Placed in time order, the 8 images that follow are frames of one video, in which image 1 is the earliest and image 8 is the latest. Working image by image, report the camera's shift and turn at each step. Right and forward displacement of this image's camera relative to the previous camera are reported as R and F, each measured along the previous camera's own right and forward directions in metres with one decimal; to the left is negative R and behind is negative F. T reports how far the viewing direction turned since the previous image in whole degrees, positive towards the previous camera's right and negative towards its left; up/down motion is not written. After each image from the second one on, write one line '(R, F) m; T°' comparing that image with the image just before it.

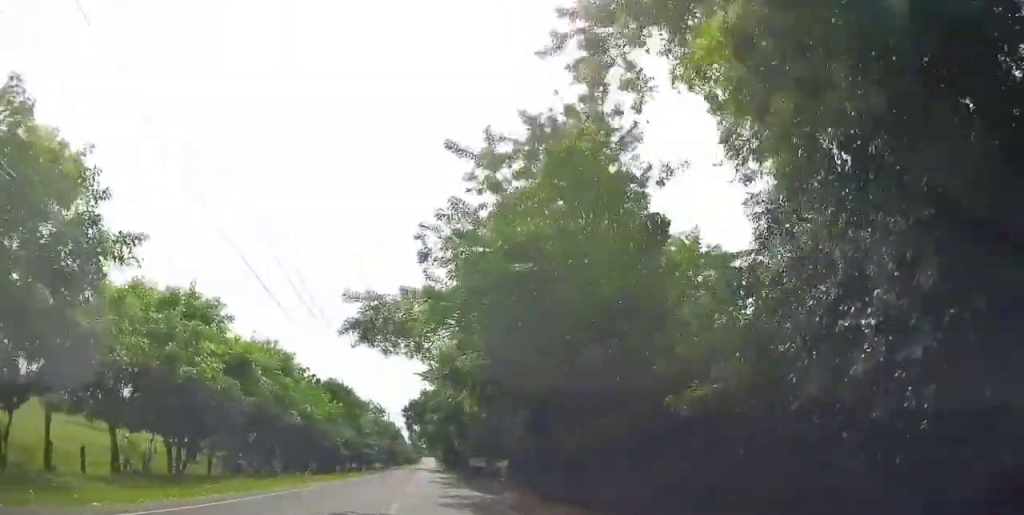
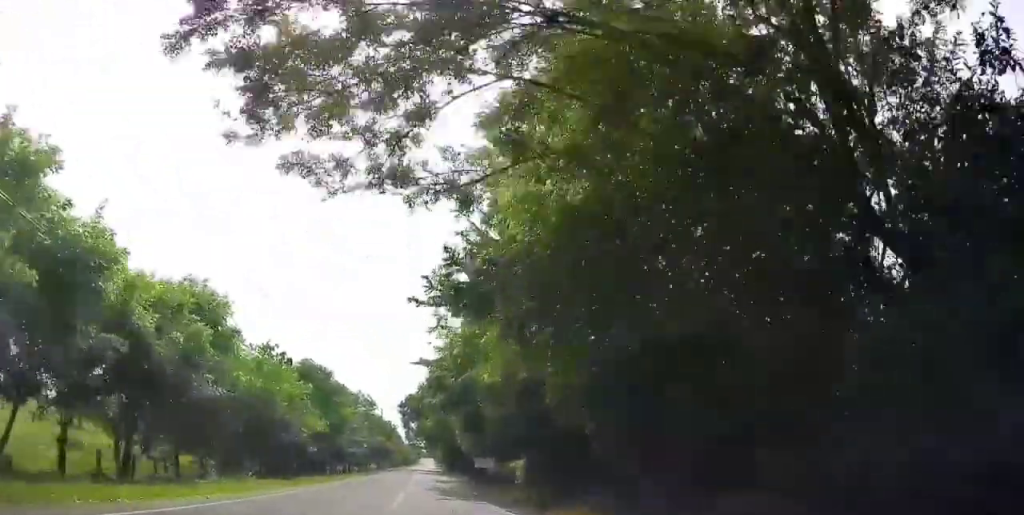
(0.0, +11.4) m; 0°
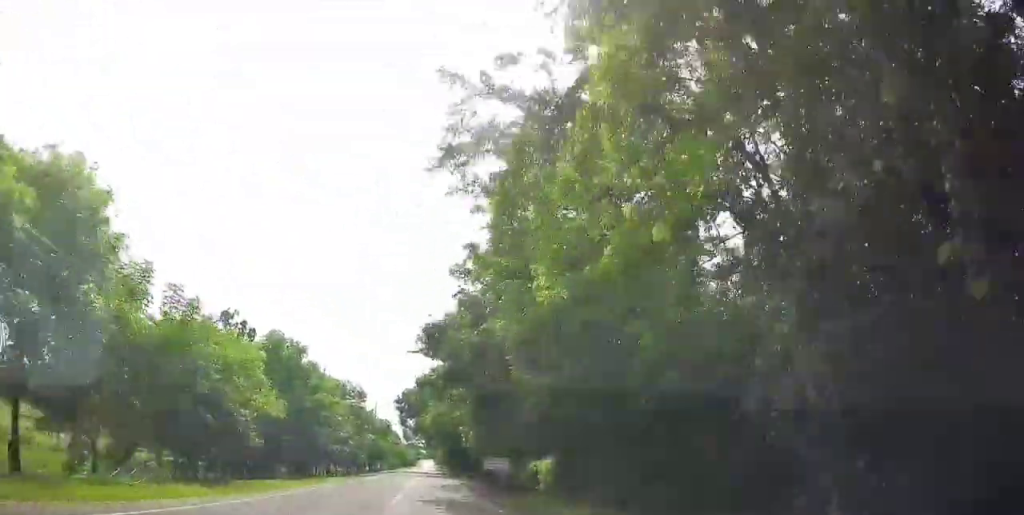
(+0.3, +10.4) m; 0°
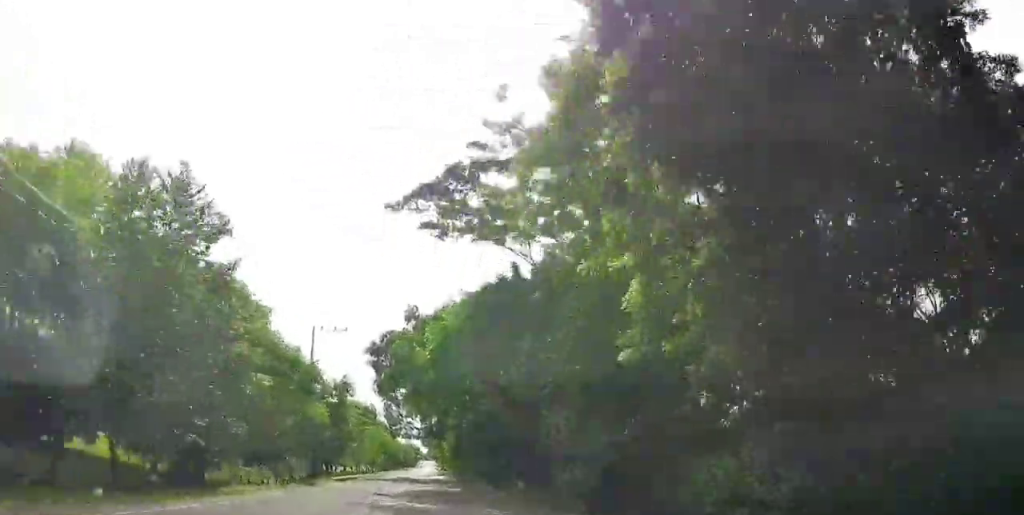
(0.0, +45.4) m; +1°
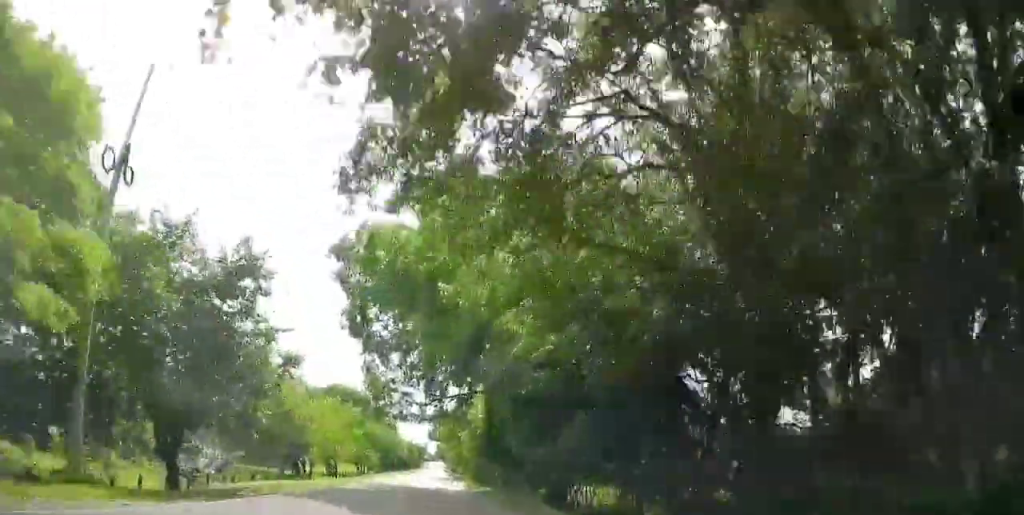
(+0.3, +26.5) m; +1°
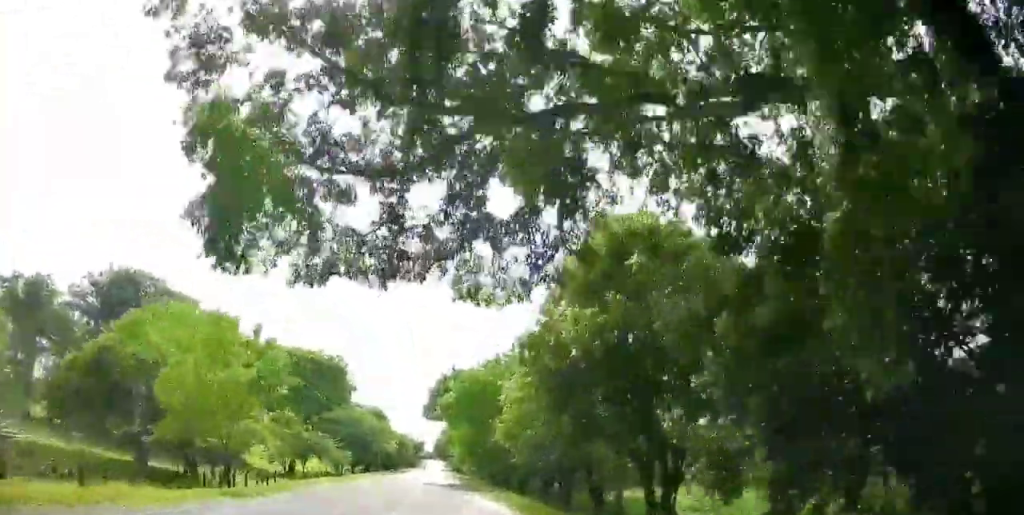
(0.0, +32.0) m; 0°
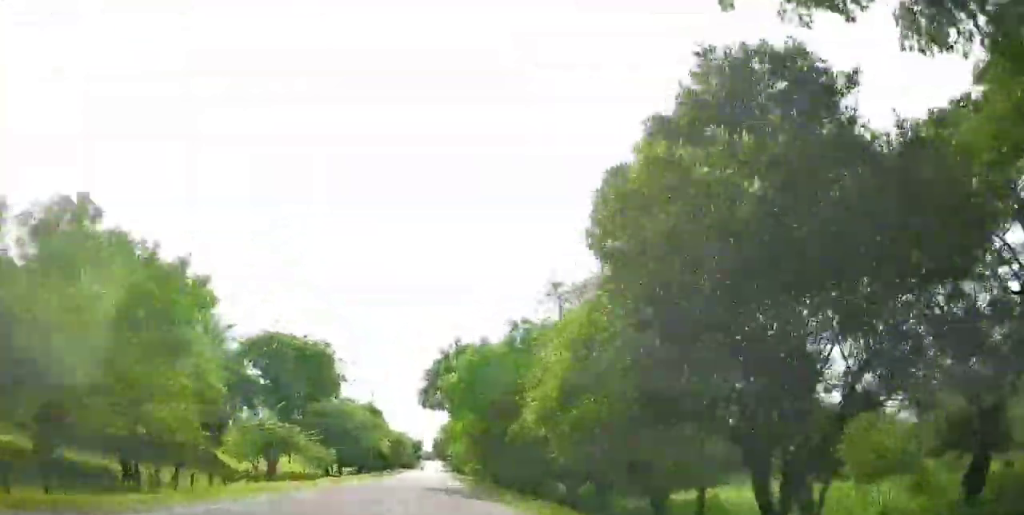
(0.0, +9.4) m; 0°
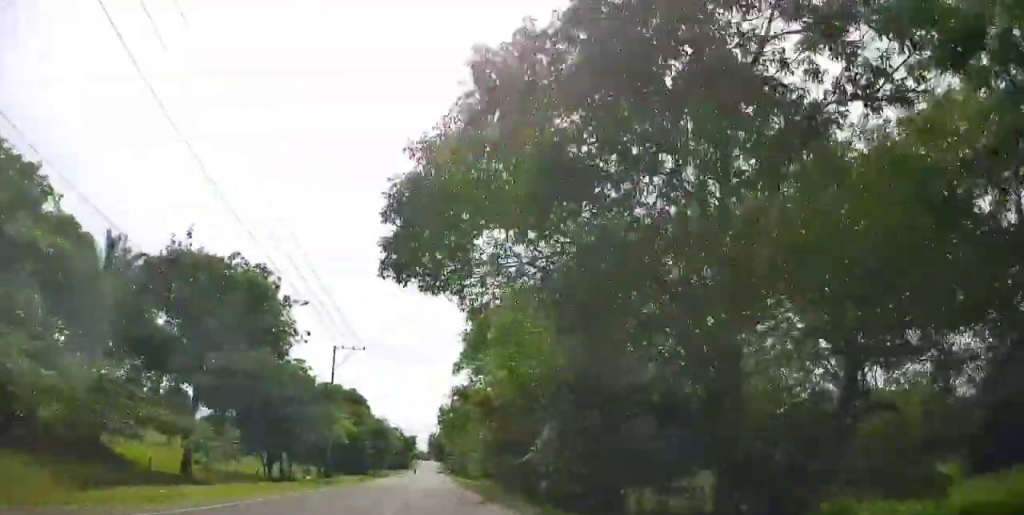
(0.0, +26.2) m; -1°
